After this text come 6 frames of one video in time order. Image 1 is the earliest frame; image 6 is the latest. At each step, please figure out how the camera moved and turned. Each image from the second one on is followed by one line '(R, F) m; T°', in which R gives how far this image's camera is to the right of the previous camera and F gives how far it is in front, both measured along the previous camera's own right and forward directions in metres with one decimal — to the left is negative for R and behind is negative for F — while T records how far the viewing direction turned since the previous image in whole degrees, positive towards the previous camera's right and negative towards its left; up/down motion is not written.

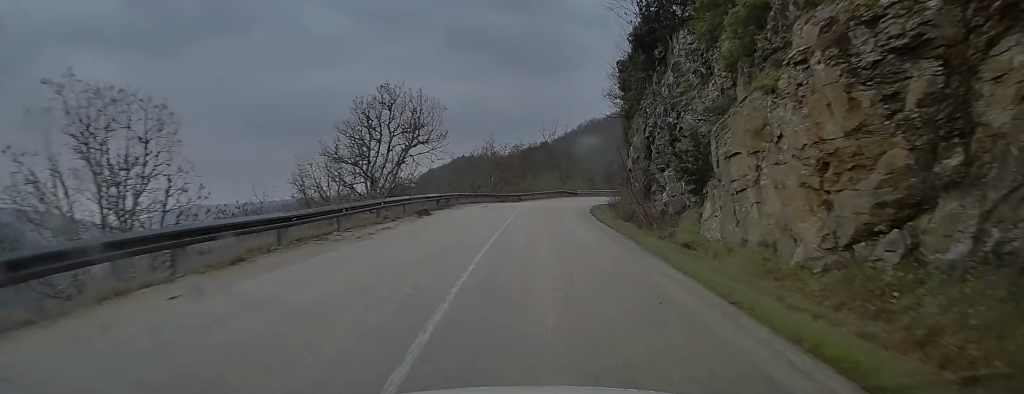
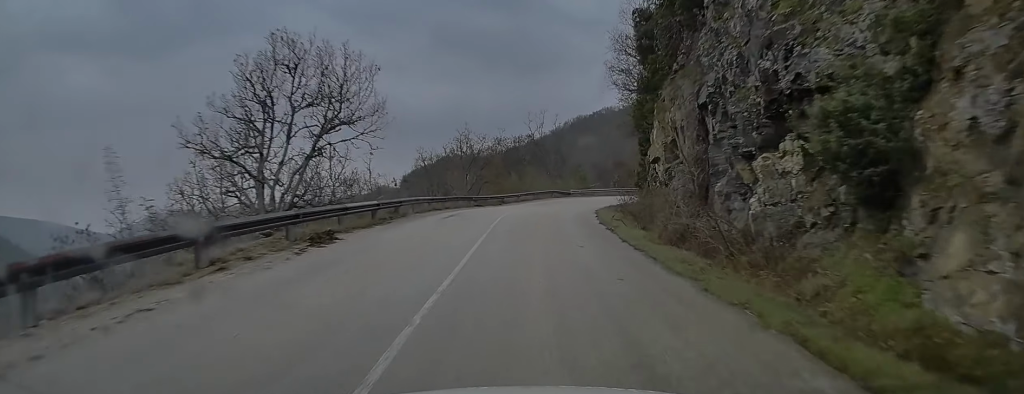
(+0.2, +10.5) m; +1°
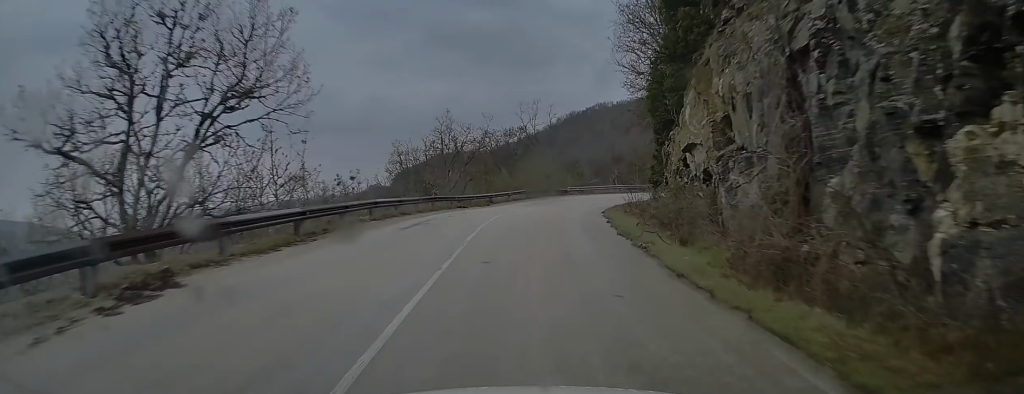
(+0.1, +6.5) m; +1°
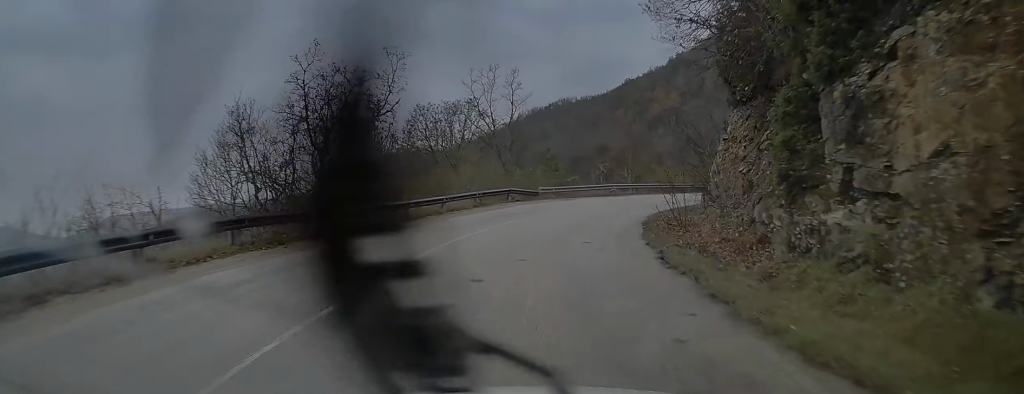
(+0.2, +20.1) m; +1°
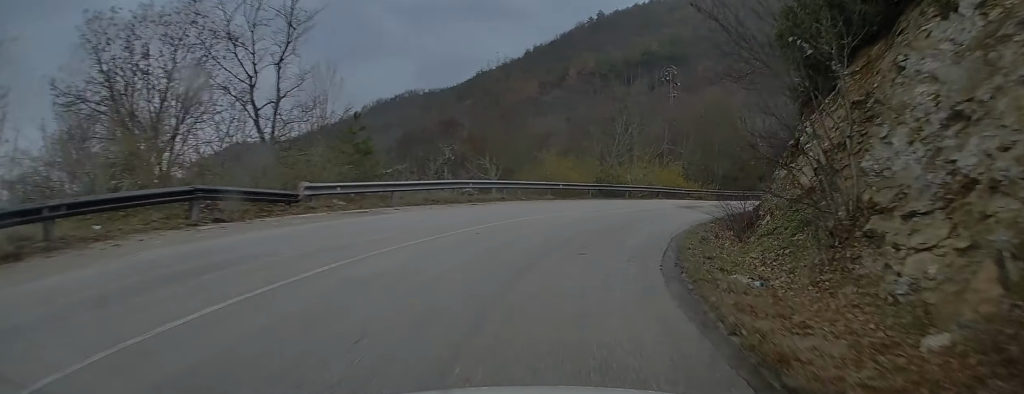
(+1.3, +21.3) m; +12°
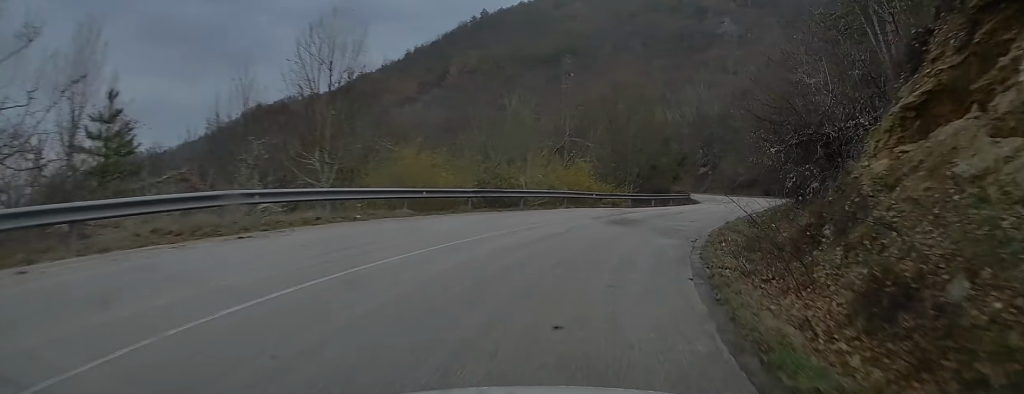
(+0.9, +10.5) m; +9°
